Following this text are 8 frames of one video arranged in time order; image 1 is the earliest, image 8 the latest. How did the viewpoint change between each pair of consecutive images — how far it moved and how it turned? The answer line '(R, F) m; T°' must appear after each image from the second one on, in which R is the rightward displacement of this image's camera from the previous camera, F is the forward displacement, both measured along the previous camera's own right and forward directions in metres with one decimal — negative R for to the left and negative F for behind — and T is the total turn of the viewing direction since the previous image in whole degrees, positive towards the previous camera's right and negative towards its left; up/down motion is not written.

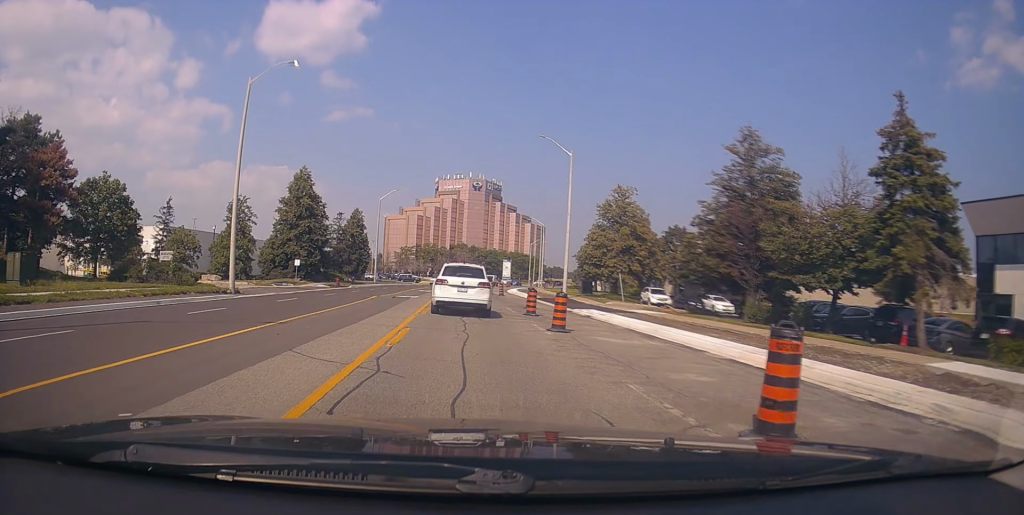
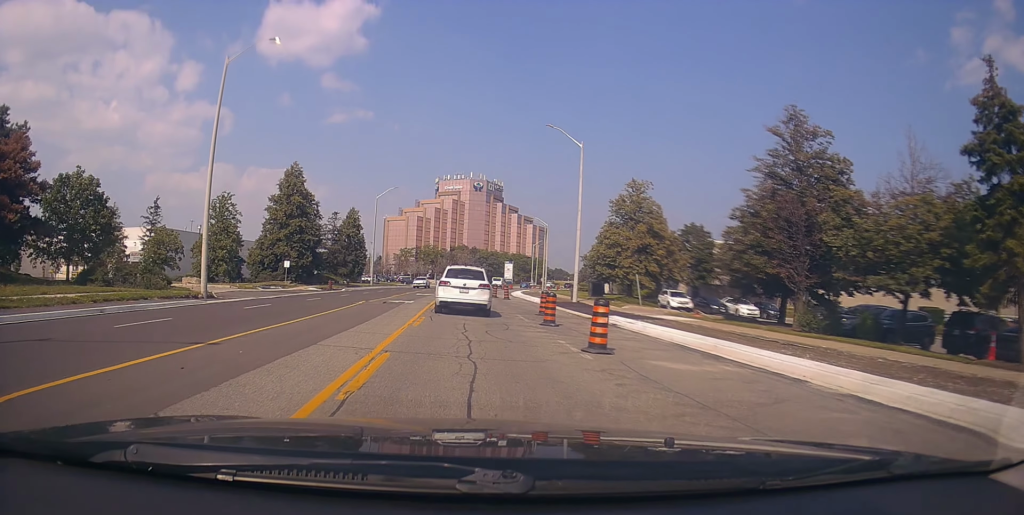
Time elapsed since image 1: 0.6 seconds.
(0.0, +4.1) m; -3°
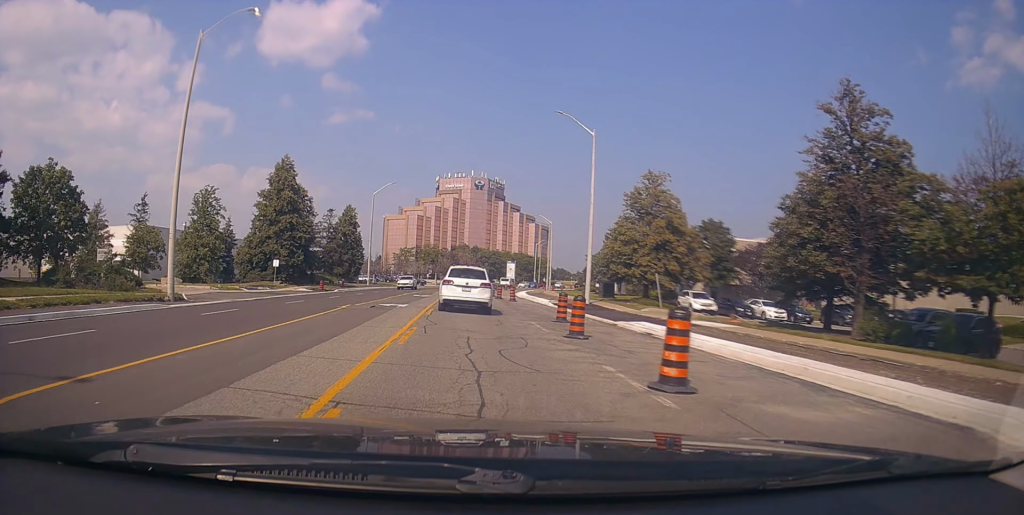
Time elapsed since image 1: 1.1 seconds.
(+0.1, +3.7) m; -2°
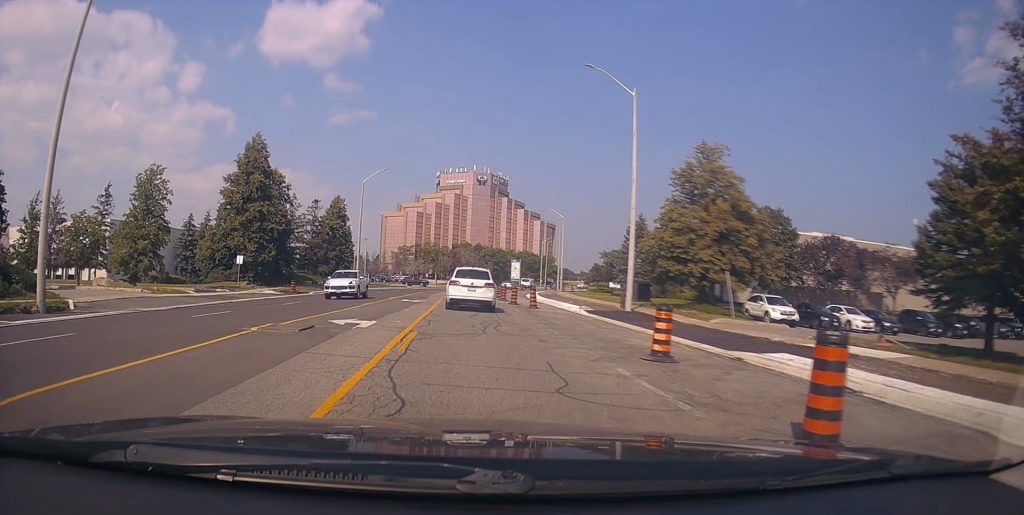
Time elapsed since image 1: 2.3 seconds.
(-0.4, +9.4) m; +1°
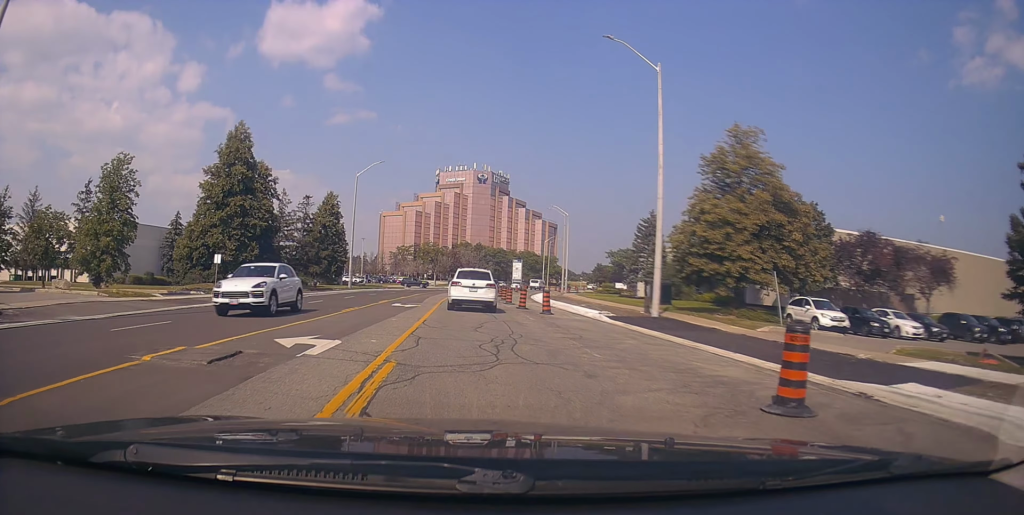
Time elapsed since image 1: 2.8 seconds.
(+0.2, +4.3) m; +2°
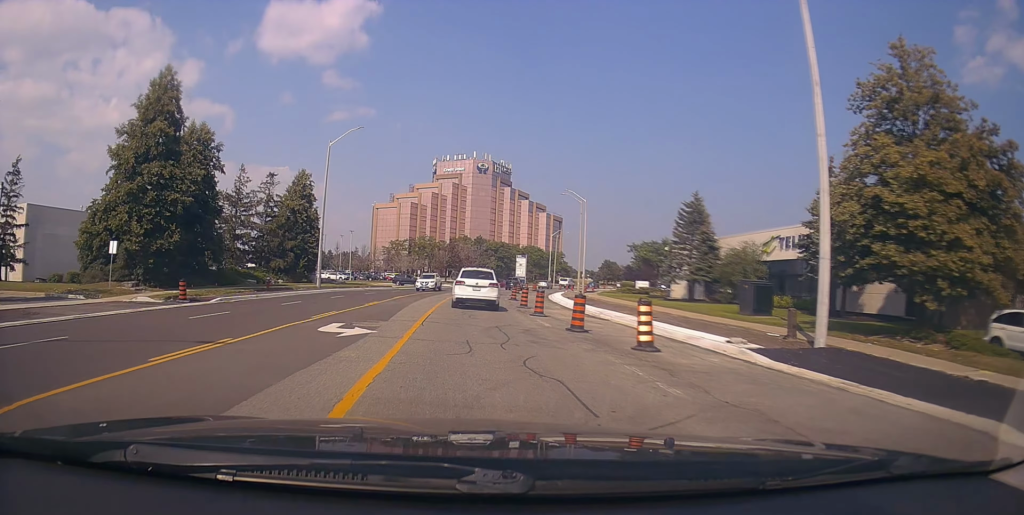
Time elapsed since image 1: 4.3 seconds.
(+0.2, +13.5) m; 0°
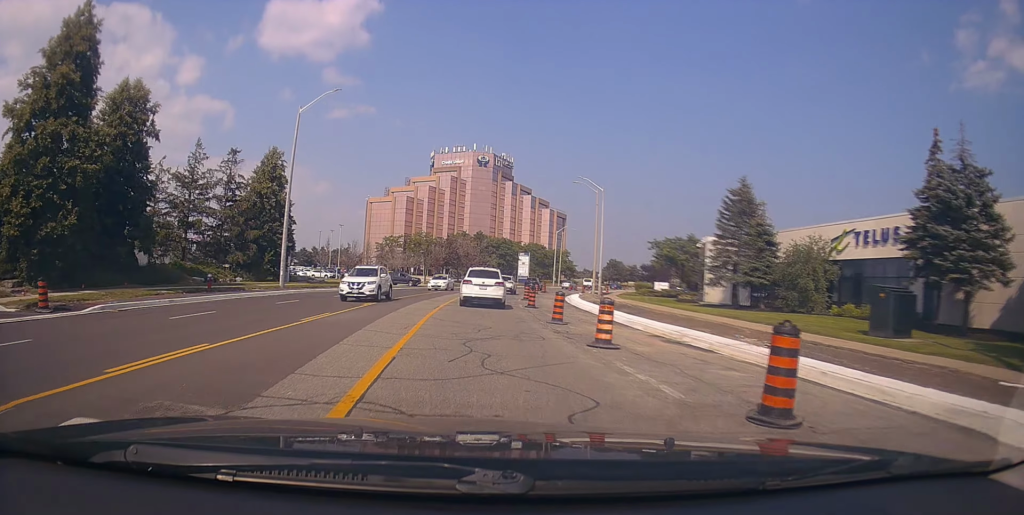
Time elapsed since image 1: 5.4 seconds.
(-0.2, +10.4) m; -2°
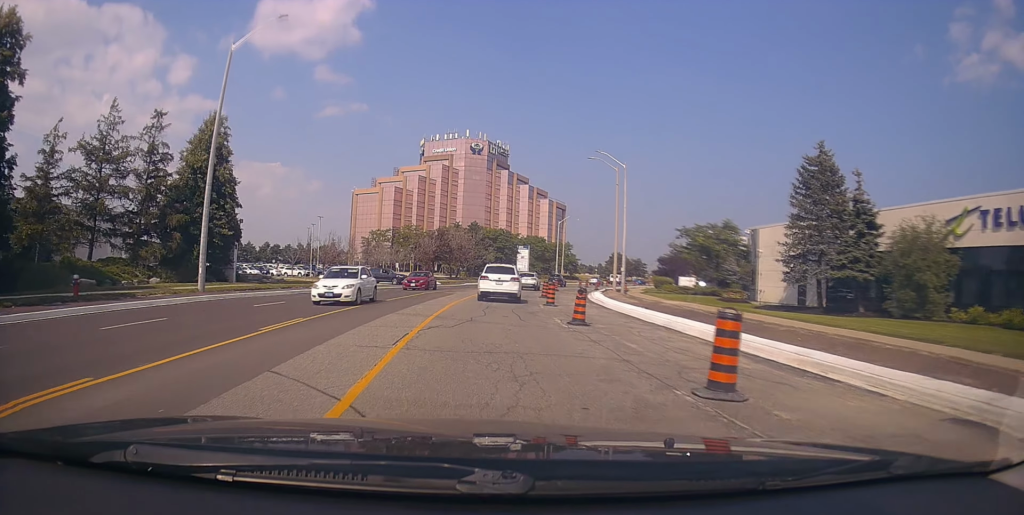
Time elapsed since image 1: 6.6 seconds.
(-0.3, +12.2) m; 0°
